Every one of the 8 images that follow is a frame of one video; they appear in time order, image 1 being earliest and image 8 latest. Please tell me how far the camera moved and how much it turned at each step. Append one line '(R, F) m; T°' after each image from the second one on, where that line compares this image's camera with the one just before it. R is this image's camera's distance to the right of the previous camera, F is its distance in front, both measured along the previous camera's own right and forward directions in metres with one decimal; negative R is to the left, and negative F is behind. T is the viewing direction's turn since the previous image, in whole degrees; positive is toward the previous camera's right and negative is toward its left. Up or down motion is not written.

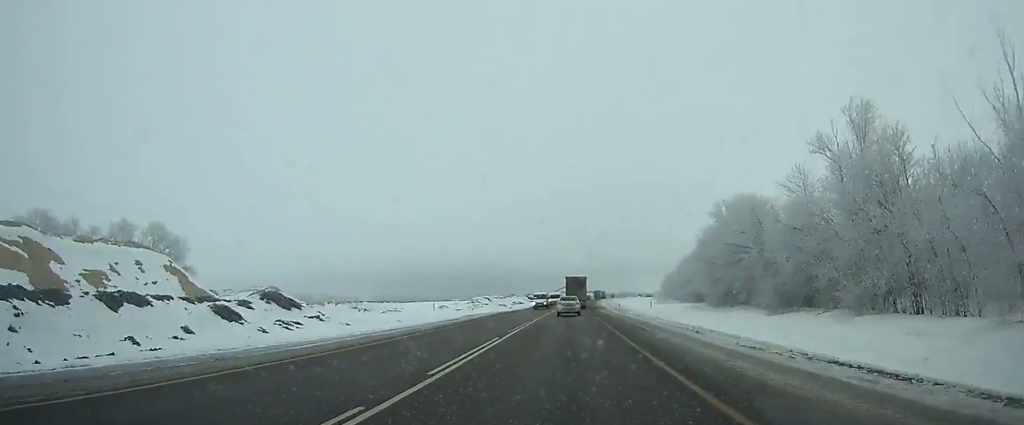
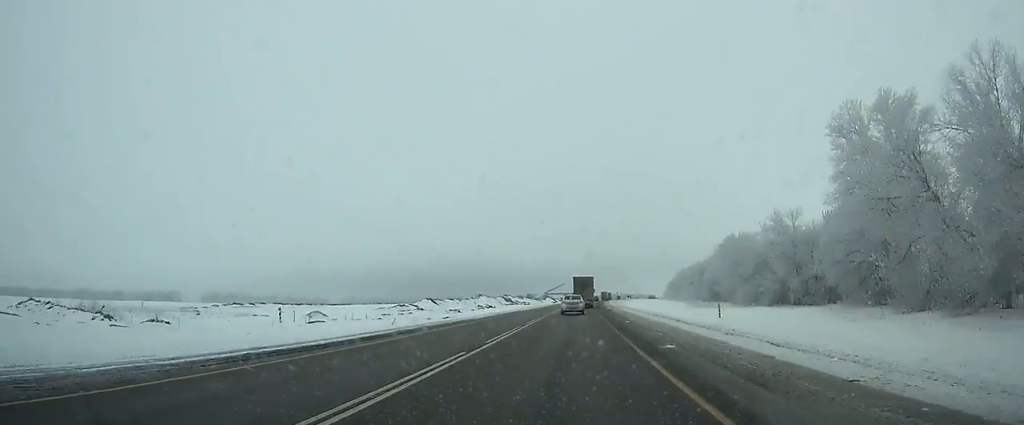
(+0.6, +67.0) m; +1°
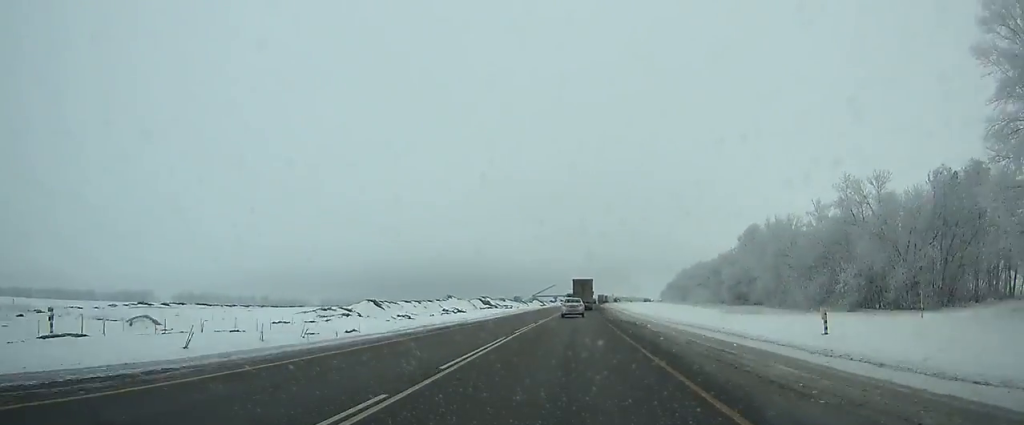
(+0.1, +31.4) m; +1°
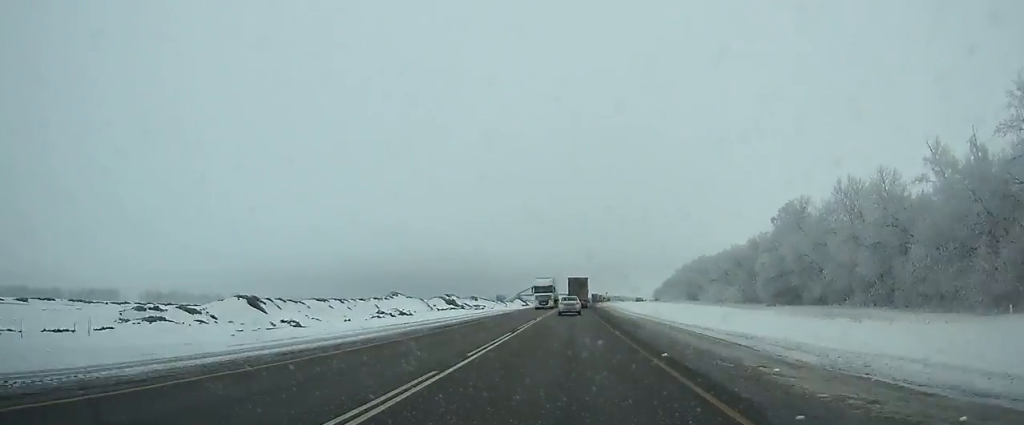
(+0.5, +35.8) m; +1°
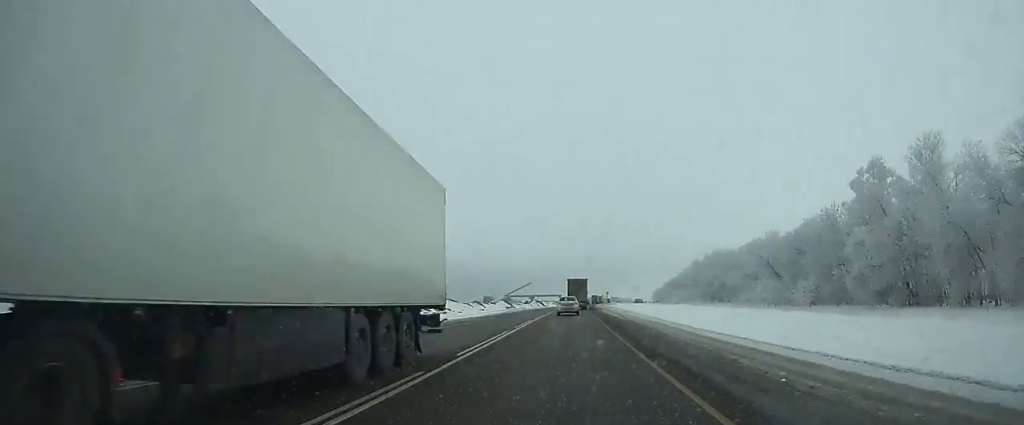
(+0.2, +37.9) m; +1°
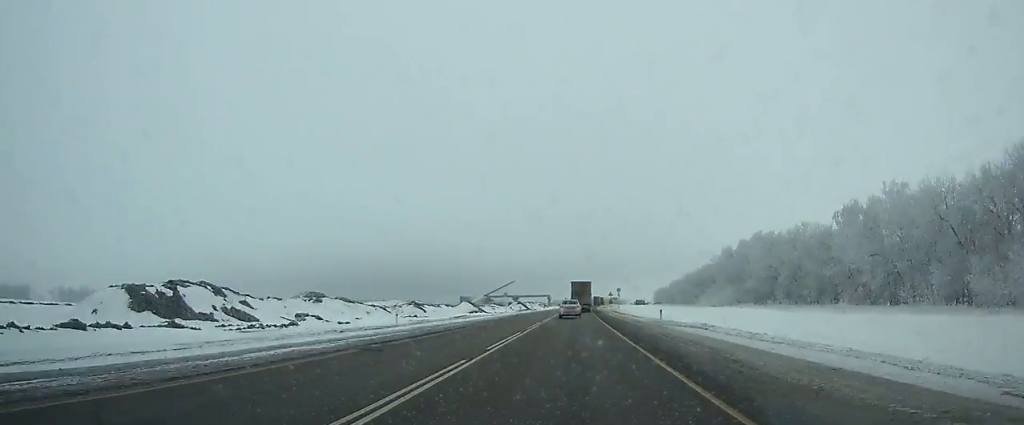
(+0.2, +59.1) m; +1°
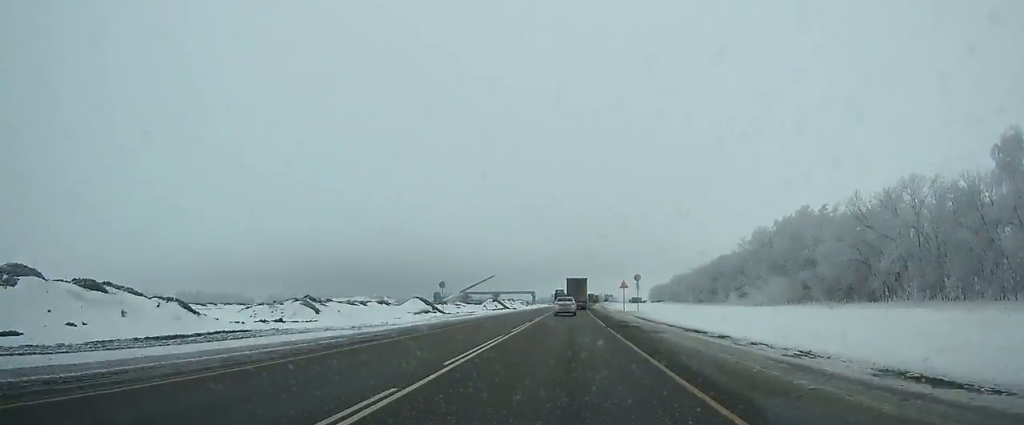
(+0.2, +42.0) m; +1°
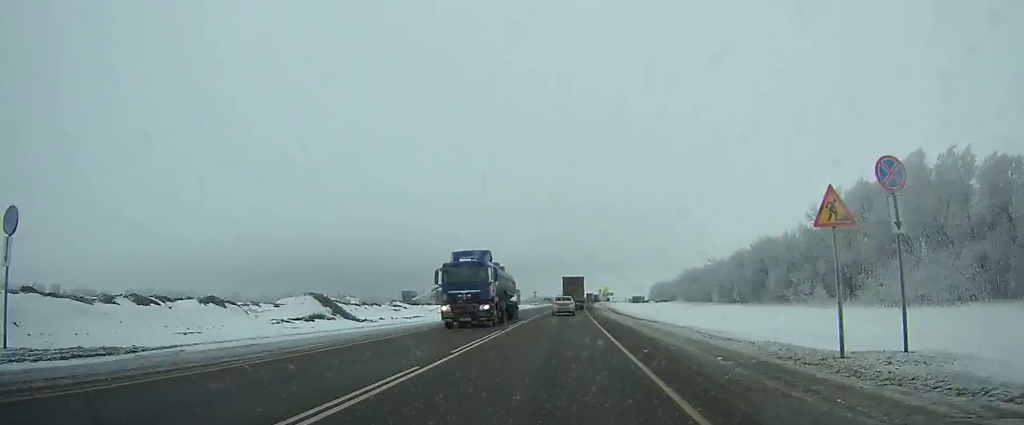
(+0.5, +45.4) m; +1°
